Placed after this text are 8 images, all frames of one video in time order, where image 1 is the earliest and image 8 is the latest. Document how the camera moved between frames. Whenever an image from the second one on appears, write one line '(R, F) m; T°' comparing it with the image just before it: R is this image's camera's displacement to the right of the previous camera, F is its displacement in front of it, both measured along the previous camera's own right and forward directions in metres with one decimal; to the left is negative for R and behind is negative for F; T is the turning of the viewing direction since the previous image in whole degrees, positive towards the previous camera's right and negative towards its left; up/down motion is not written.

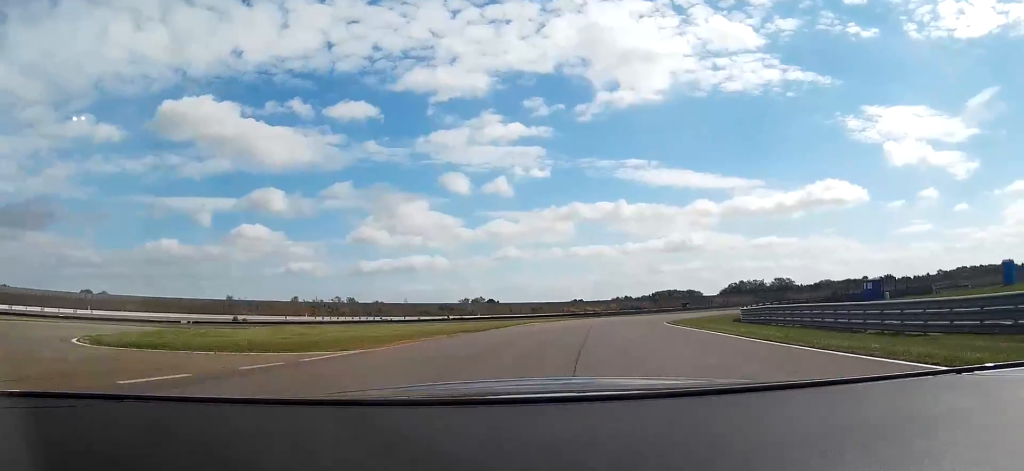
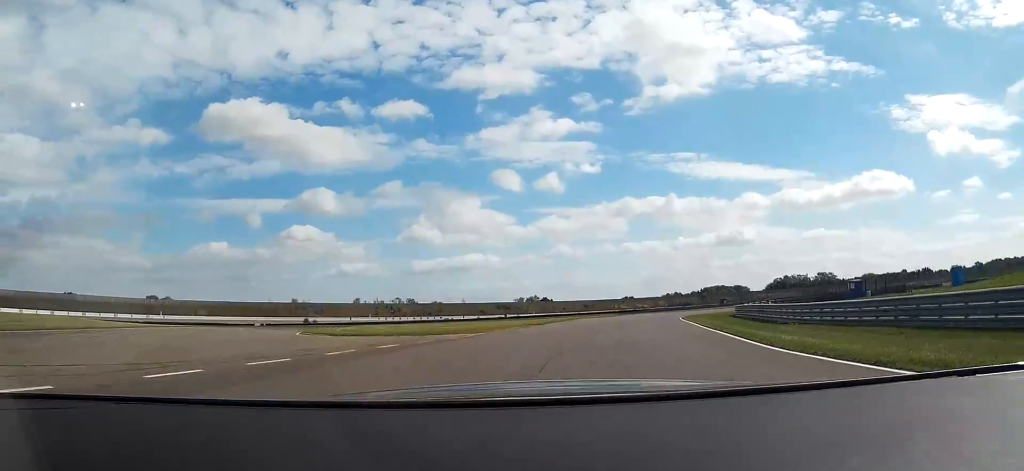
(-1.4, +16.8) m; -5°
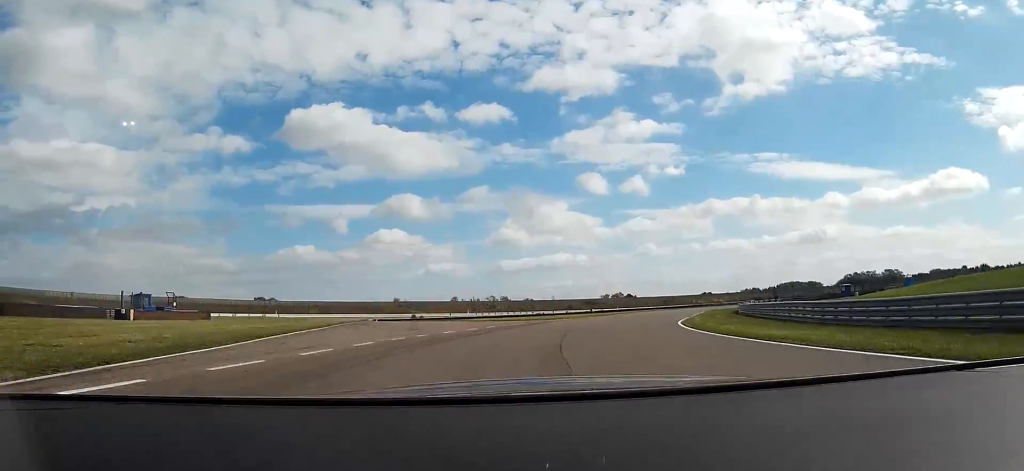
(-2.1, +30.0) m; -8°
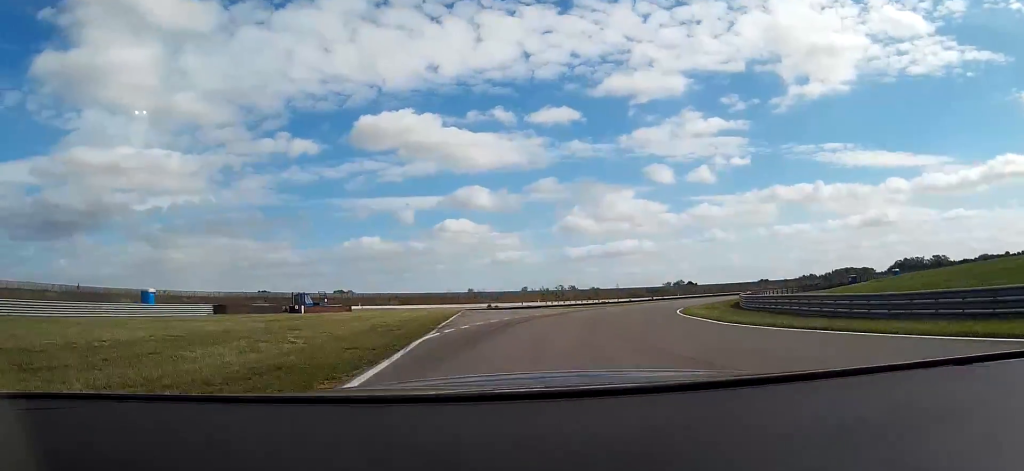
(-0.8, +22.7) m; -5°
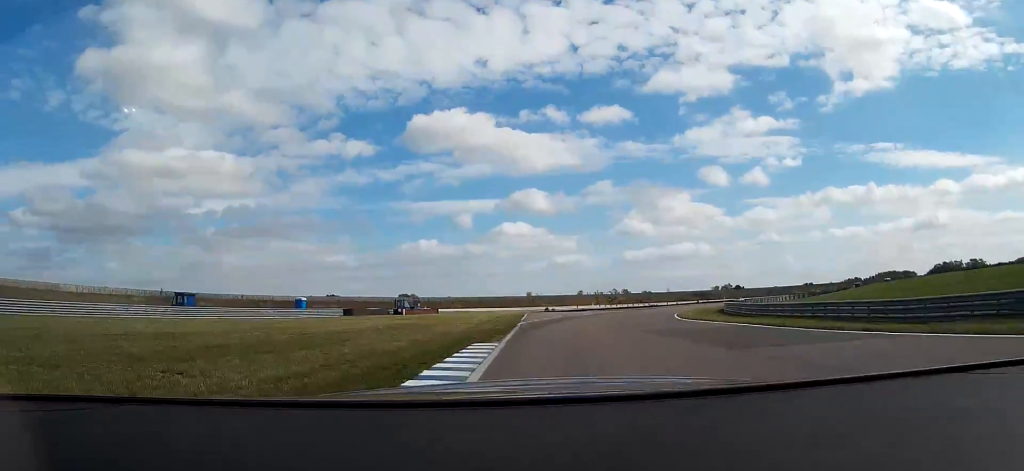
(-1.0, +22.2) m; -4°
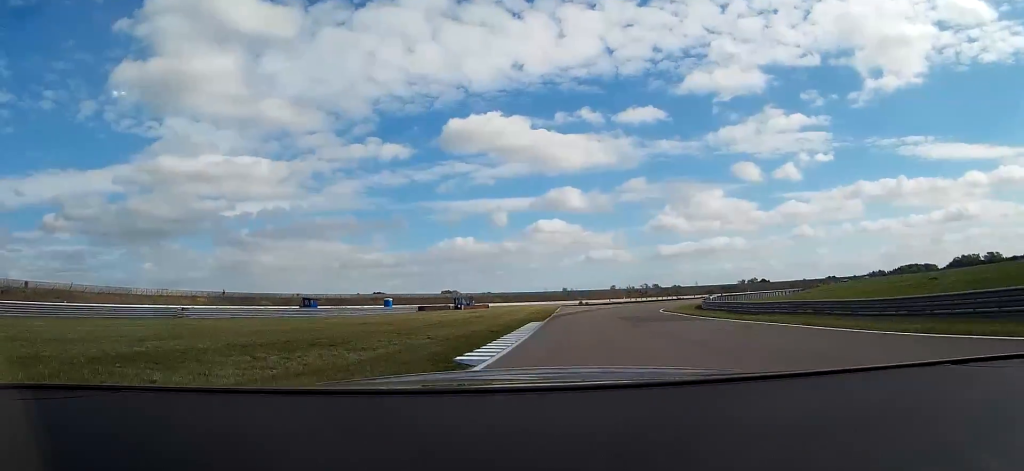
(-1.0, +23.7) m; -3°
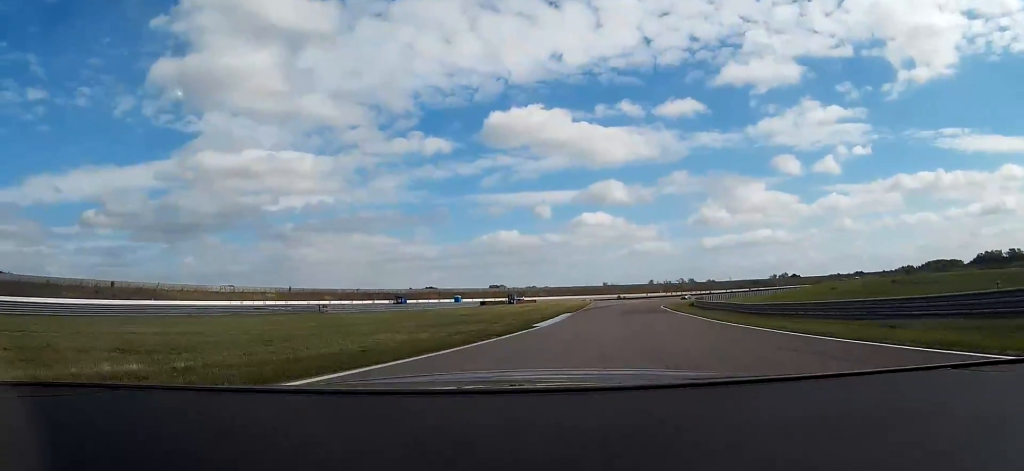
(-1.0, +28.0) m; -4°
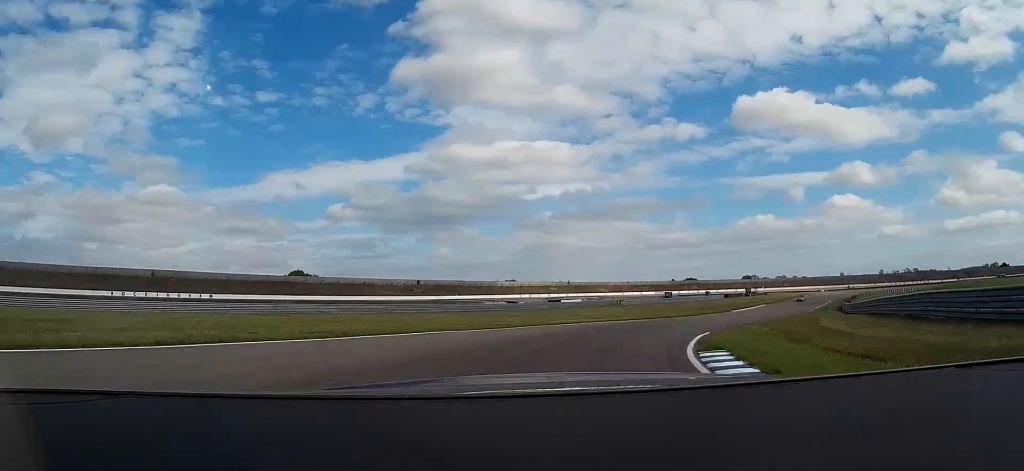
(-6.8, +52.4) m; -25°
